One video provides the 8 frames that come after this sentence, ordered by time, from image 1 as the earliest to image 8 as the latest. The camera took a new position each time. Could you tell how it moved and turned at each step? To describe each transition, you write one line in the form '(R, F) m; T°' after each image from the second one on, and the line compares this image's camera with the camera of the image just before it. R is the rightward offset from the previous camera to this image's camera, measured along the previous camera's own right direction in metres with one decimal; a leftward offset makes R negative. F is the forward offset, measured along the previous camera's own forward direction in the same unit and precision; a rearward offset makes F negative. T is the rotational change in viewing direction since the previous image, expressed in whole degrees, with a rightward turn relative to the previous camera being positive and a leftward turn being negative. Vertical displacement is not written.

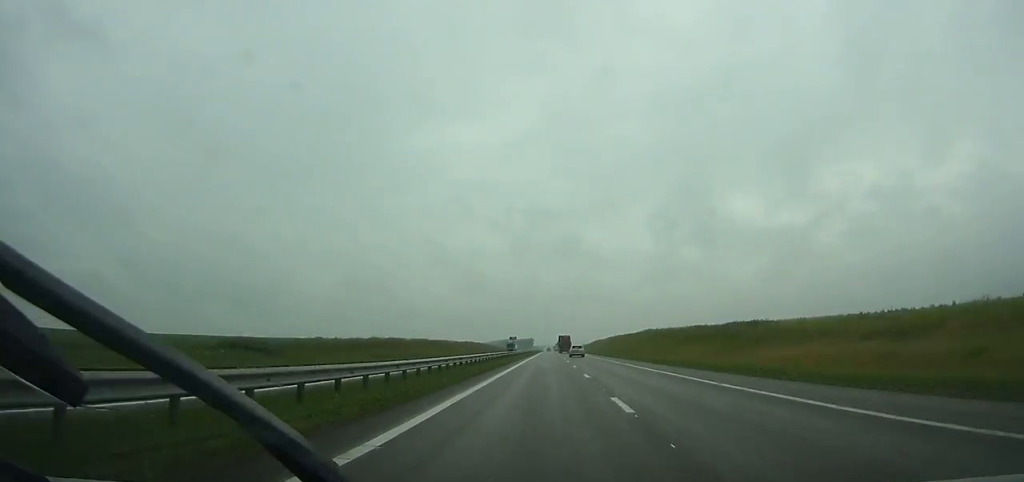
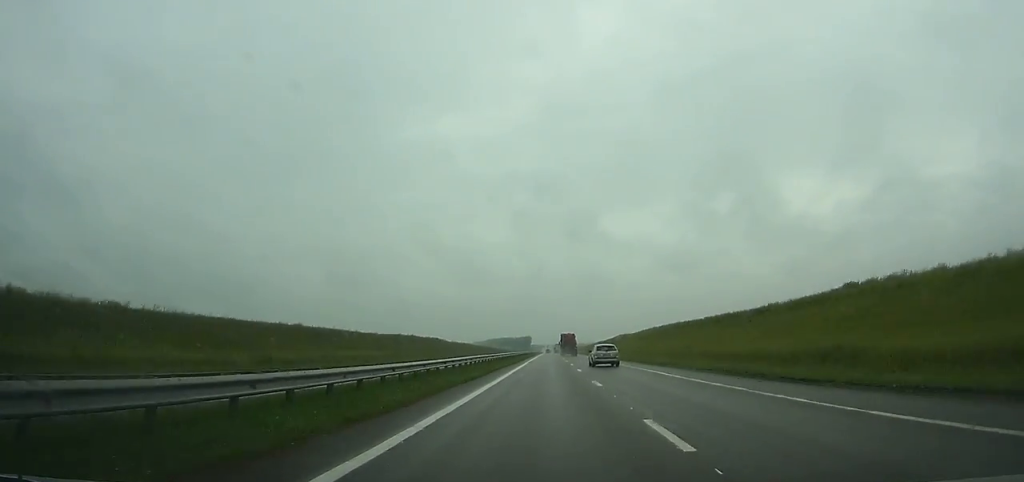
(-0.2, +124.5) m; 0°
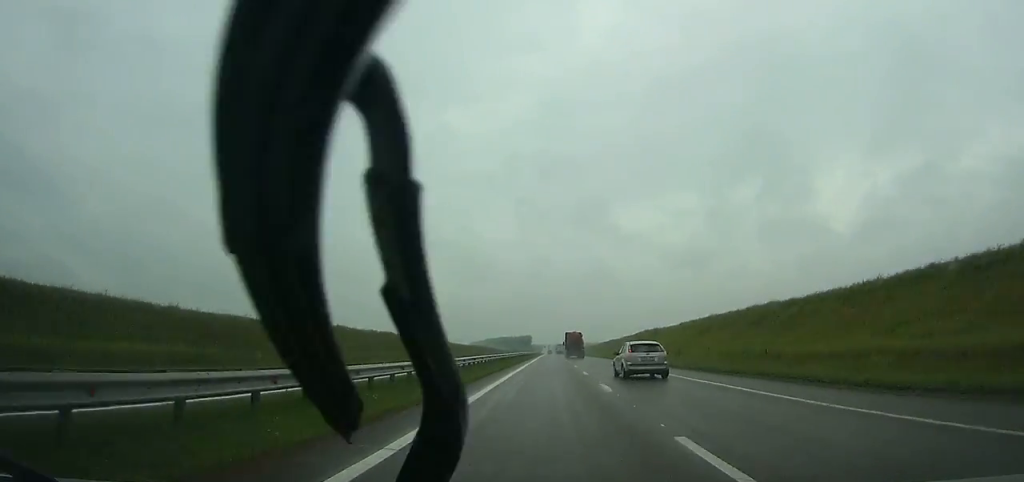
(-0.1, +59.5) m; 0°
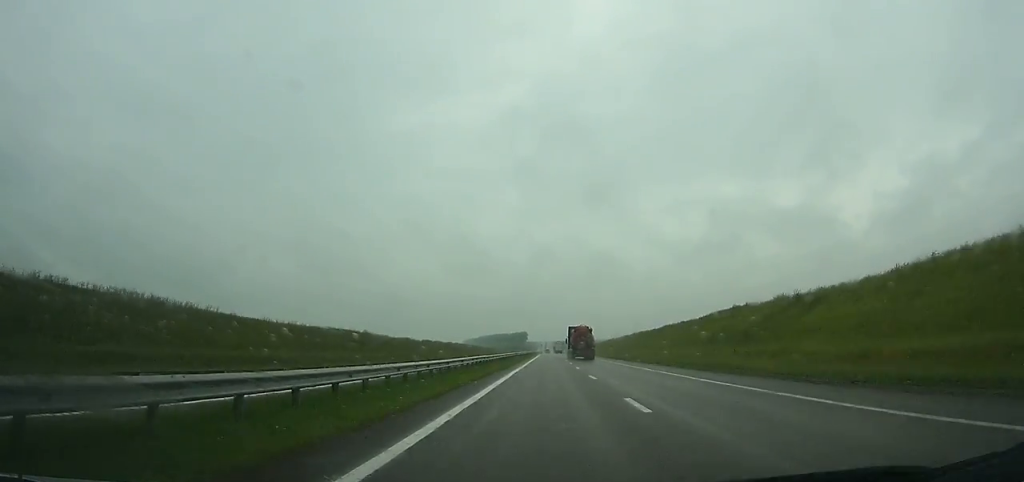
(0.0, +87.9) m; 0°
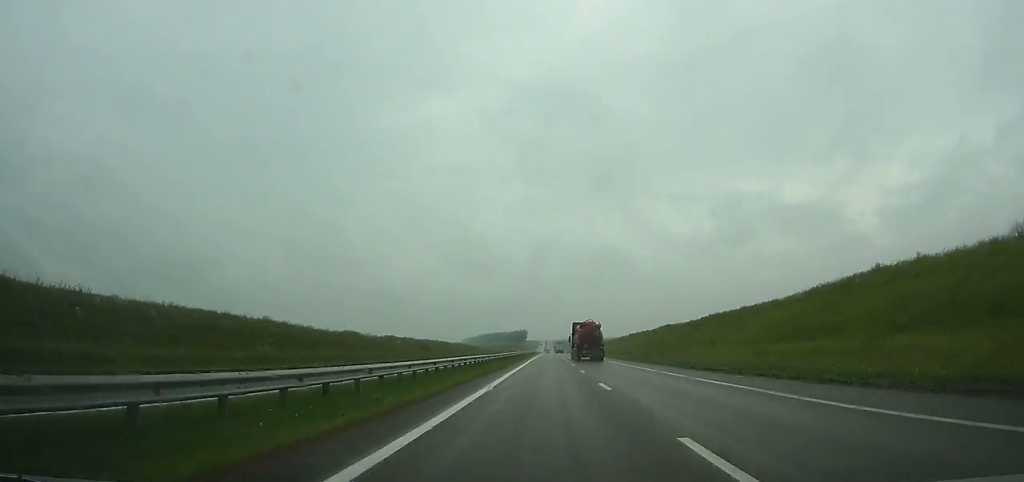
(+0.1, +40.9) m; 0°
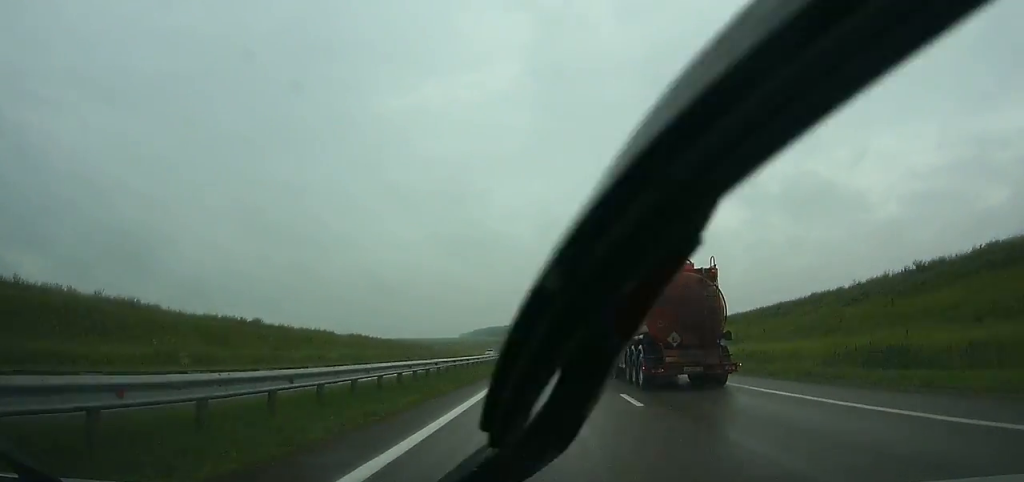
(0.0, +161.4) m; 0°
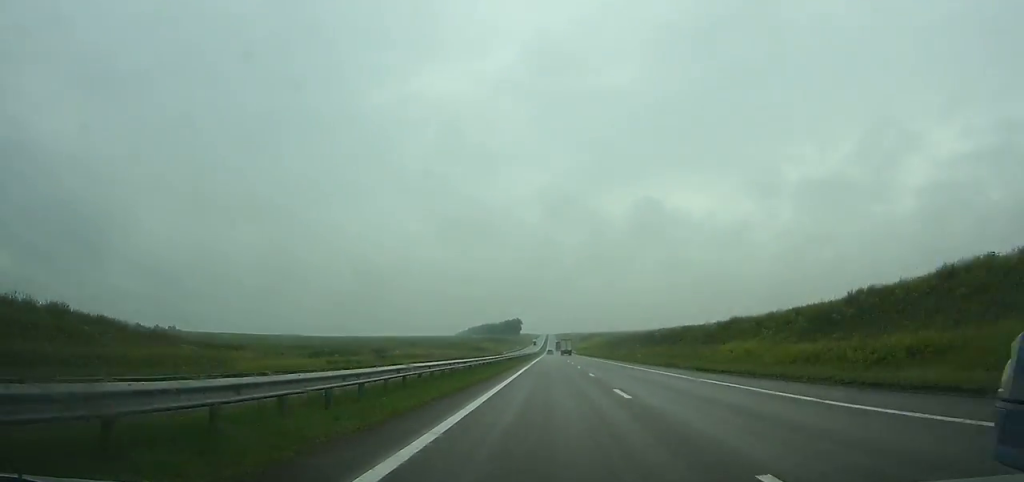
(0.0, +117.7) m; 0°
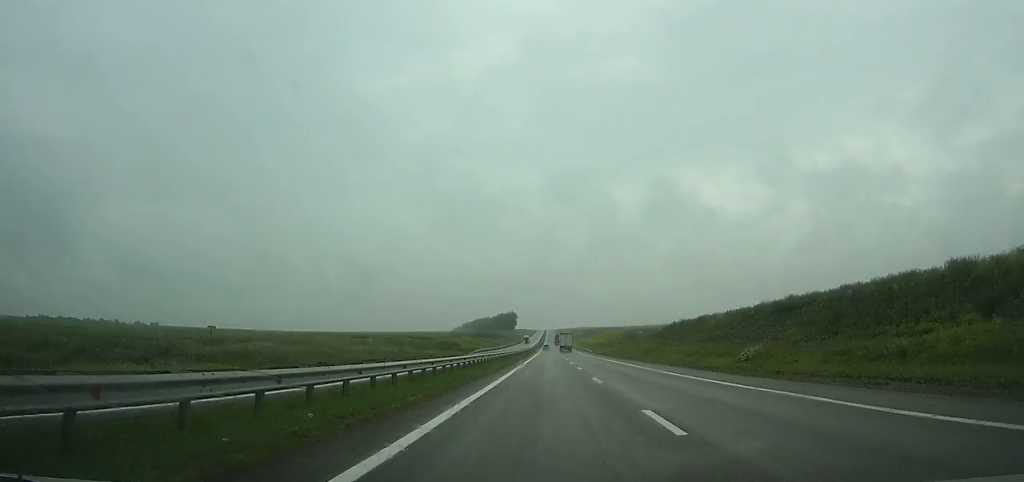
(0.0, +76.4) m; 0°
